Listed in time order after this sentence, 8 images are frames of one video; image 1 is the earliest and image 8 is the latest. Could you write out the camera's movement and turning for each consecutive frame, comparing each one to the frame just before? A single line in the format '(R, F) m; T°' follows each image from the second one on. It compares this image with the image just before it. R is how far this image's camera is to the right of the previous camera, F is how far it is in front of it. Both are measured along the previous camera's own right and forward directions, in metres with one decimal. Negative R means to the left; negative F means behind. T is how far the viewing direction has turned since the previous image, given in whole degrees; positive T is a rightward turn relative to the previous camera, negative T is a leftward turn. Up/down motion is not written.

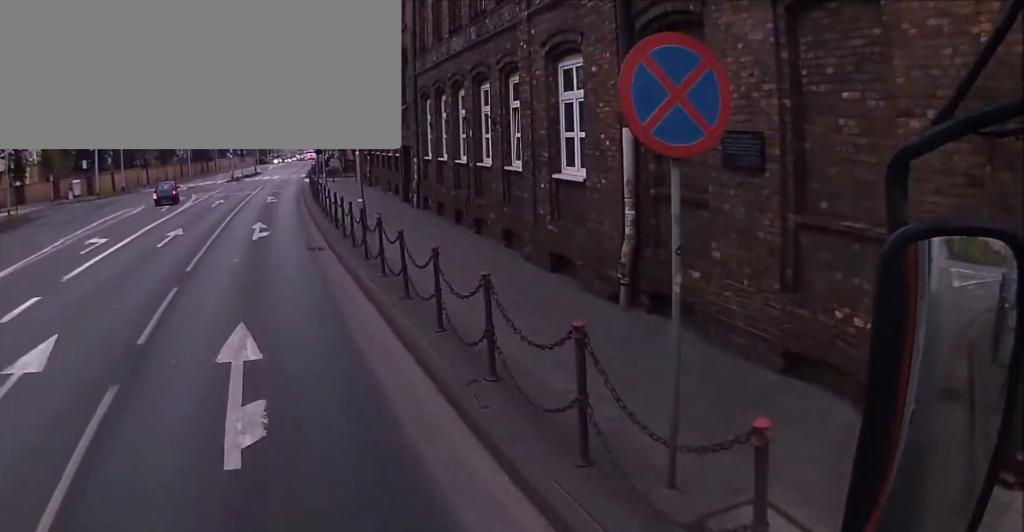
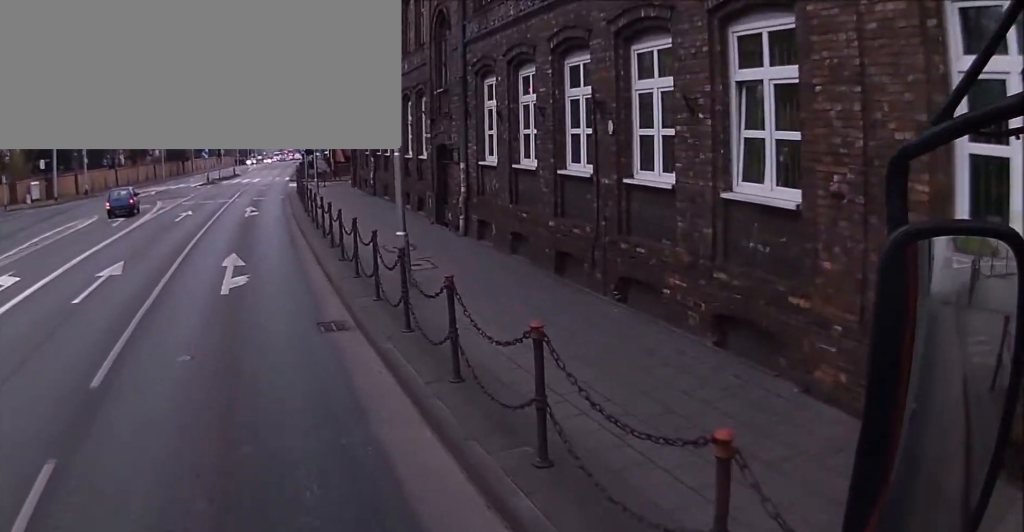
(-0.2, +8.0) m; 0°
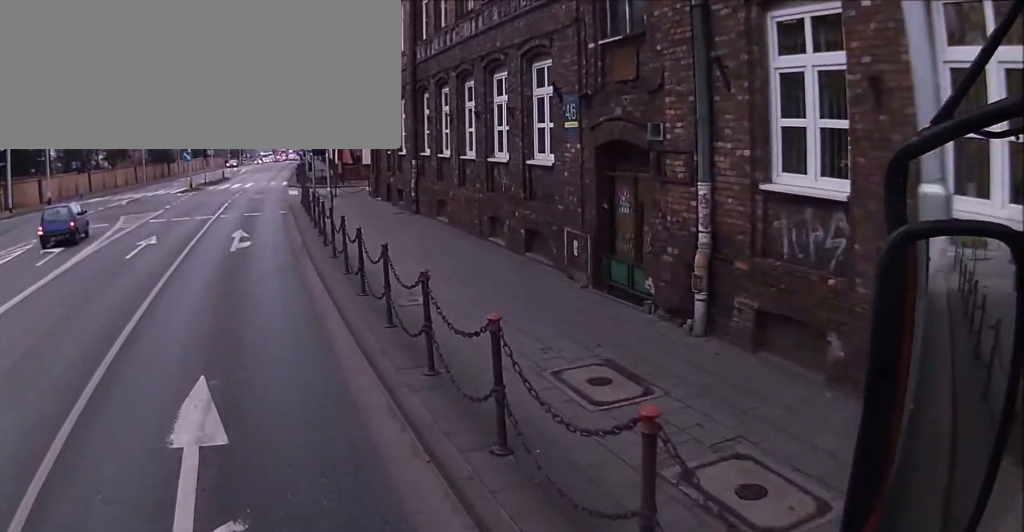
(0.0, +9.0) m; 0°
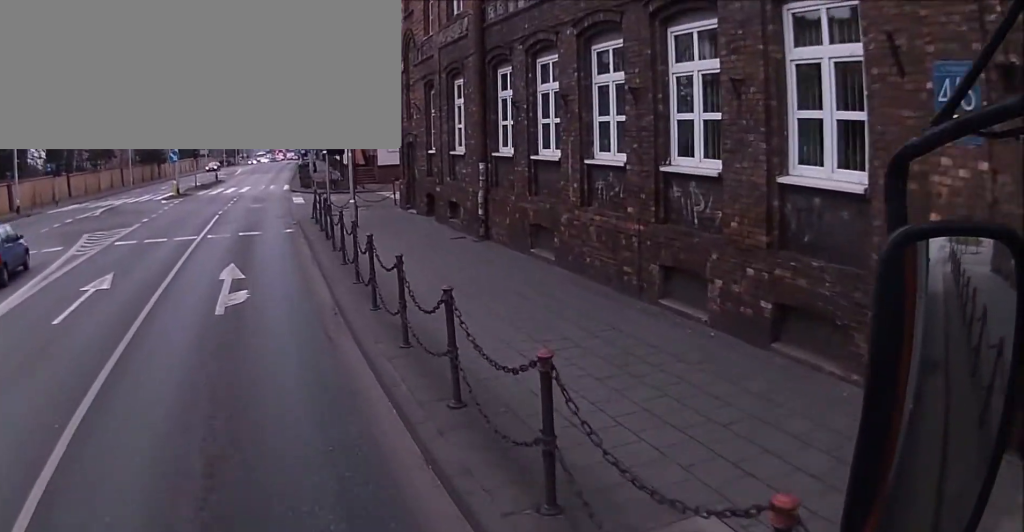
(+0.2, +6.4) m; +3°
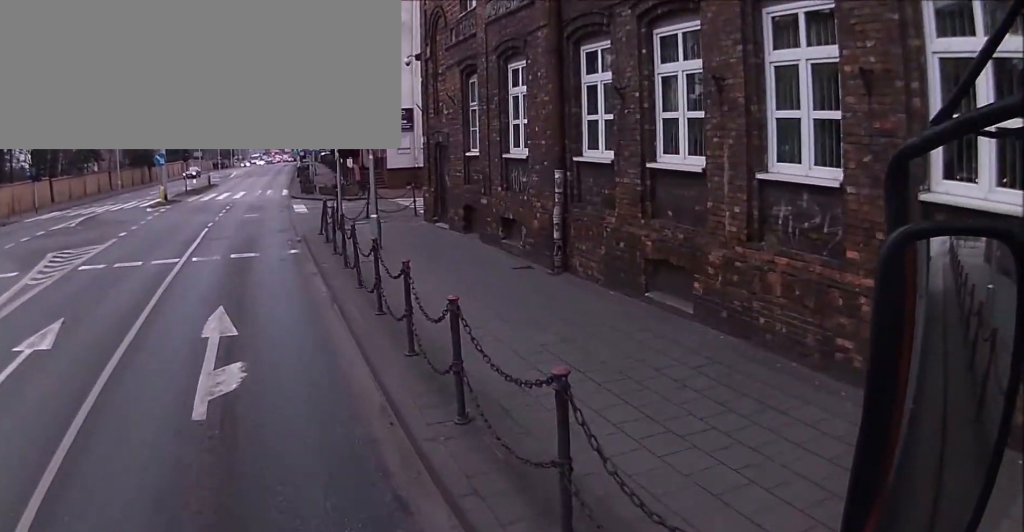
(0.0, +4.6) m; -2°
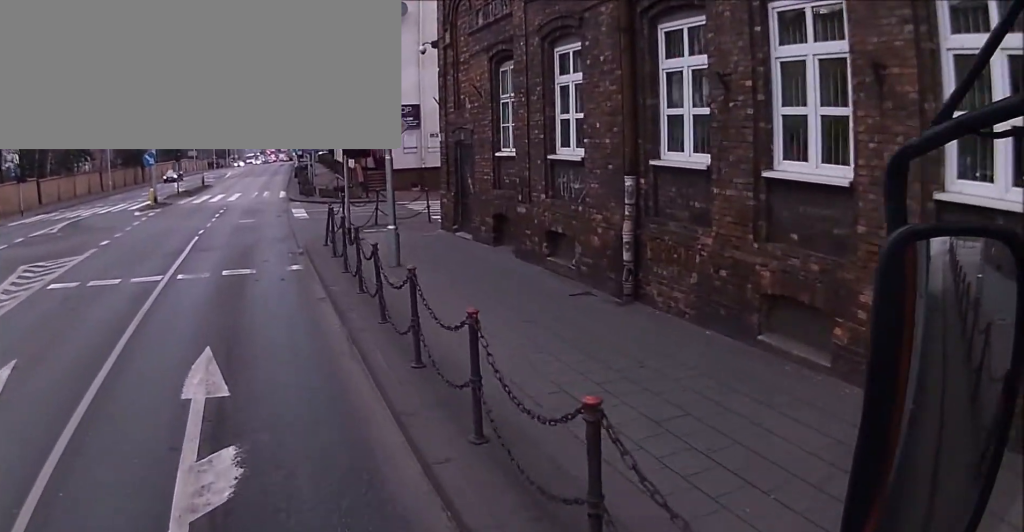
(0.0, +2.9) m; -1°
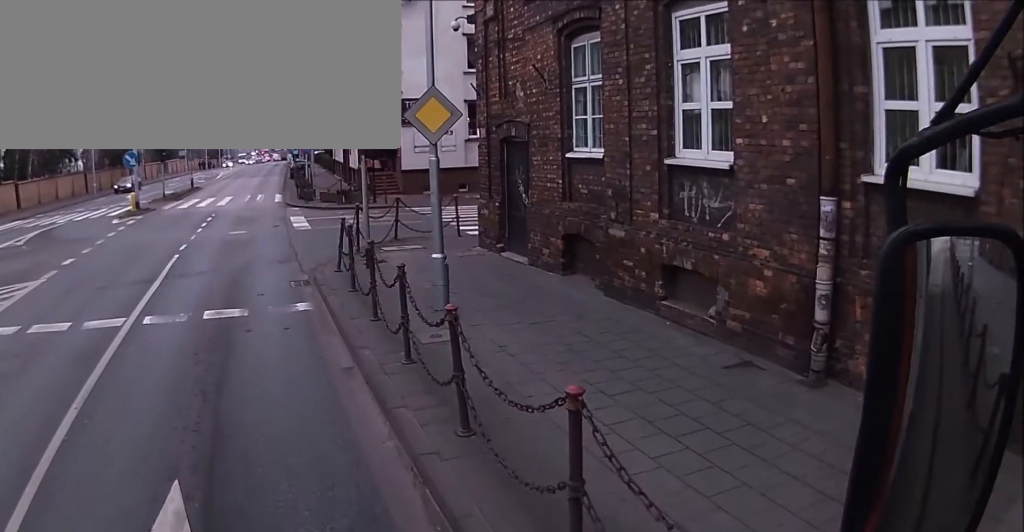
(-0.2, +4.9) m; 0°
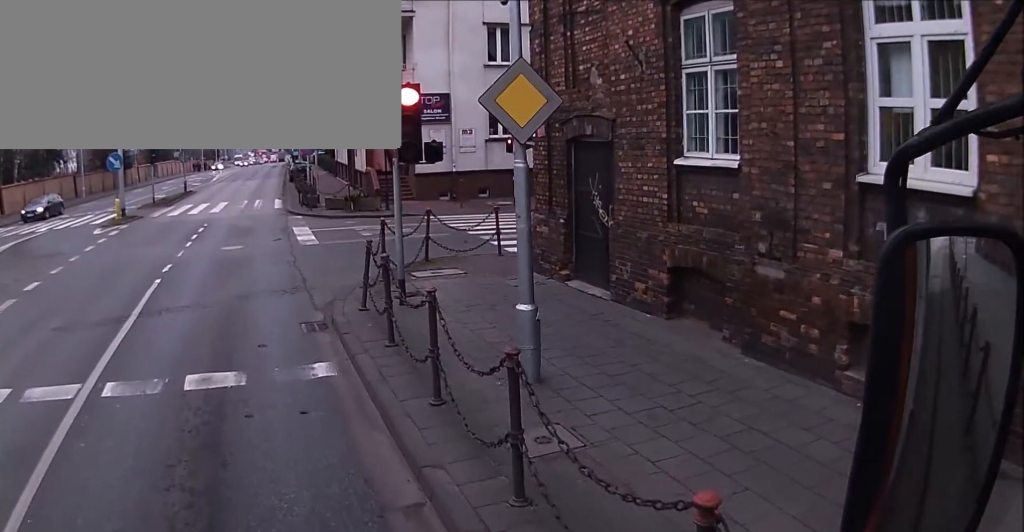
(+0.3, +4.5) m; +3°
